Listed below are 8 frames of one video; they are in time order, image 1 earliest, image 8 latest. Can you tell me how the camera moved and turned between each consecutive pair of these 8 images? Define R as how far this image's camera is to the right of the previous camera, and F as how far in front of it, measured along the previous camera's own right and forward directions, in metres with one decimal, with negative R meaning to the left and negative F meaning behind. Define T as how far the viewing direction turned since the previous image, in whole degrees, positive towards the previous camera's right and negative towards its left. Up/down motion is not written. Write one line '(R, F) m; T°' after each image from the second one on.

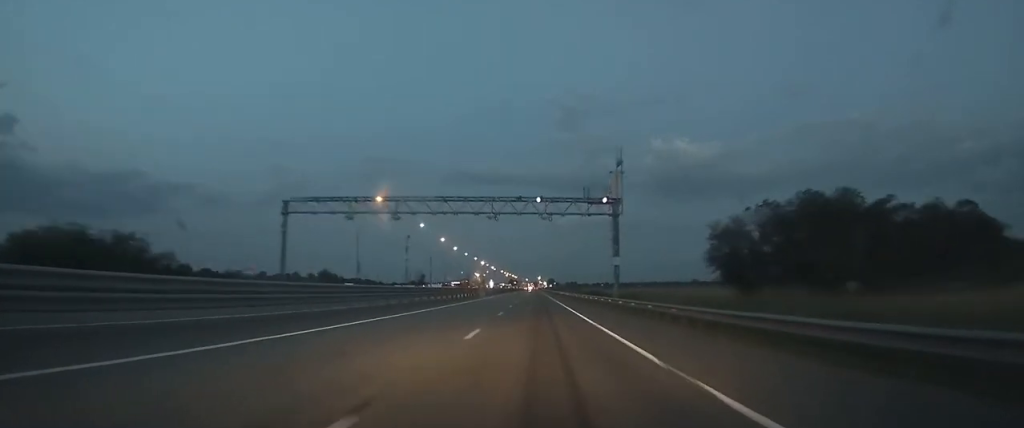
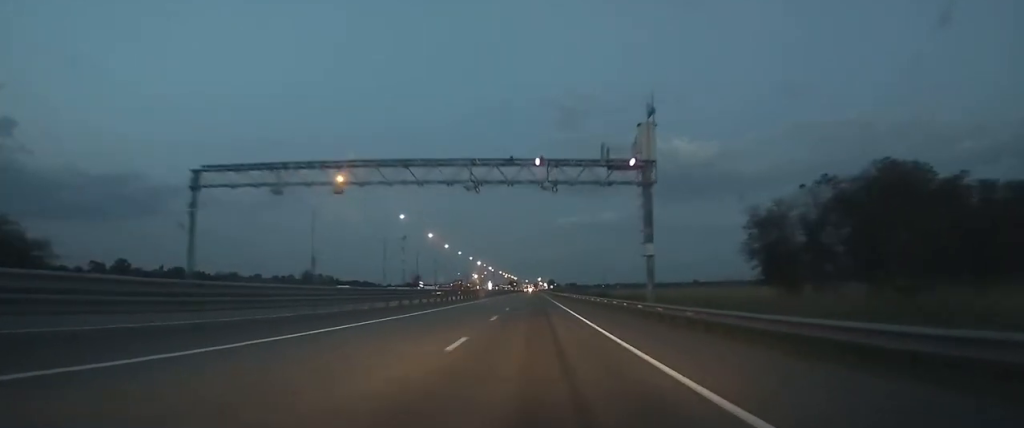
(0.0, +14.4) m; 0°
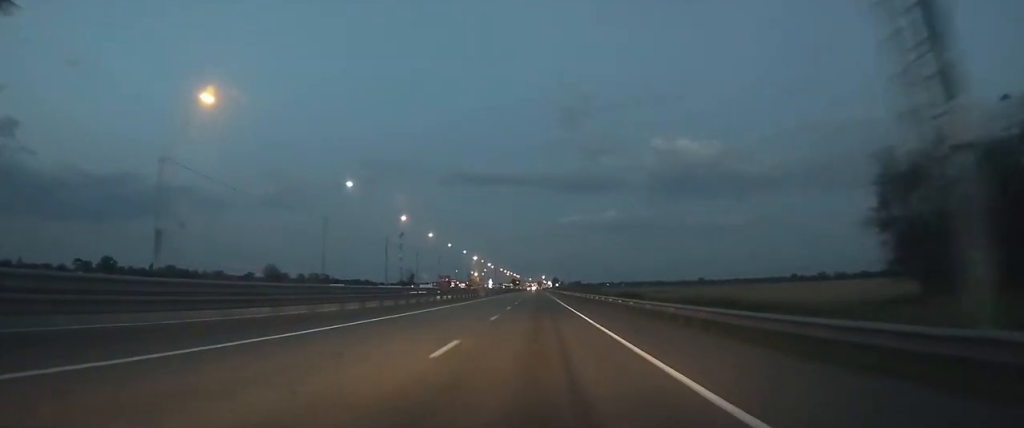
(0.0, +25.5) m; 0°
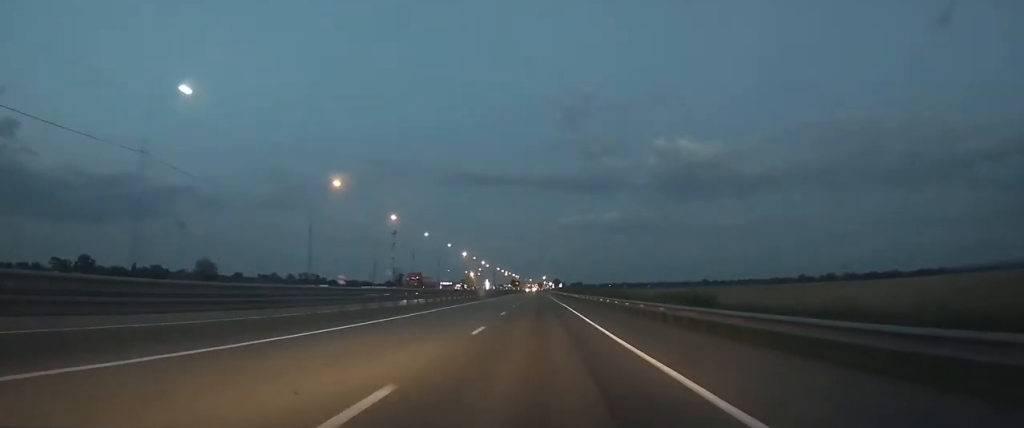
(0.0, +30.1) m; 0°
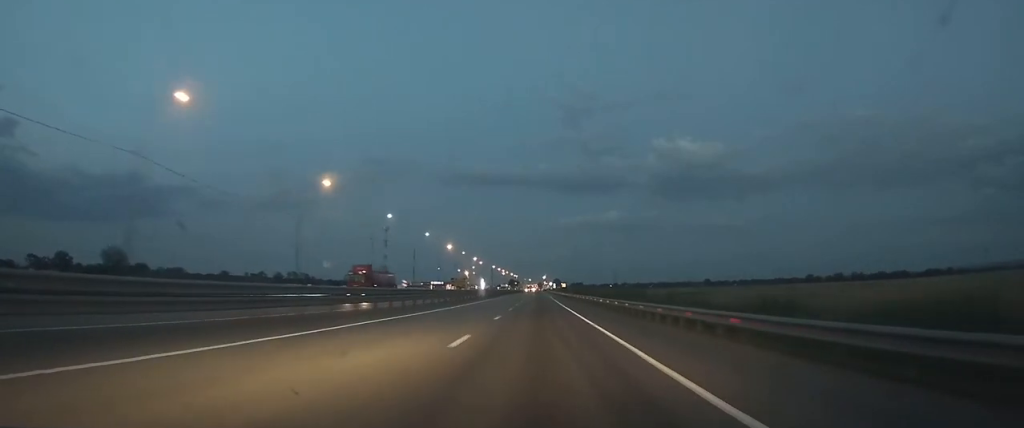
(0.0, +27.7) m; 0°
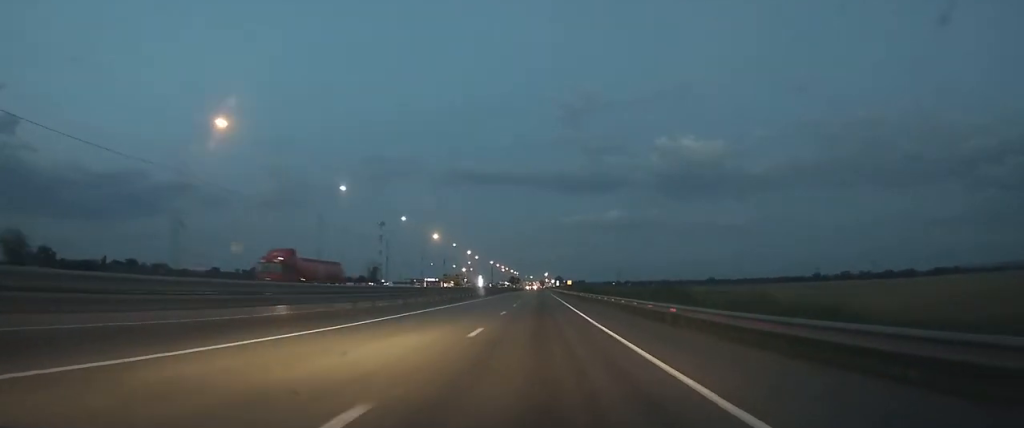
(0.0, +21.4) m; 0°
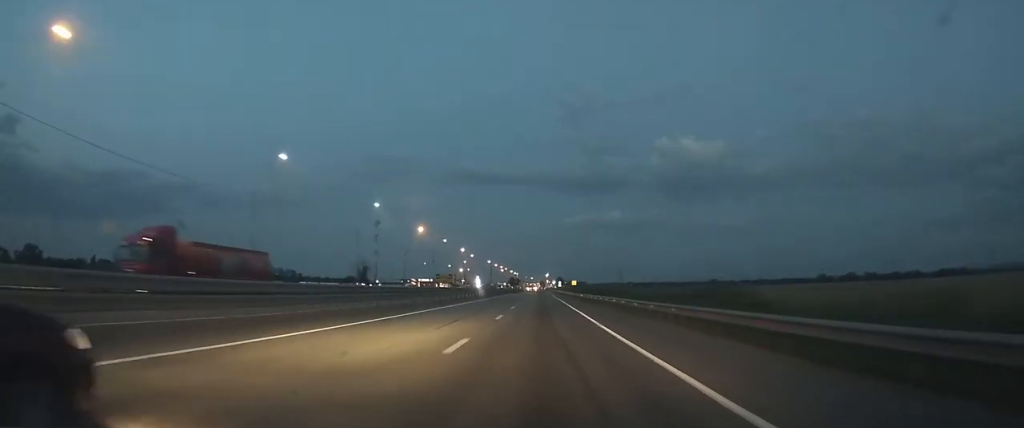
(+0.1, +15.8) m; 0°
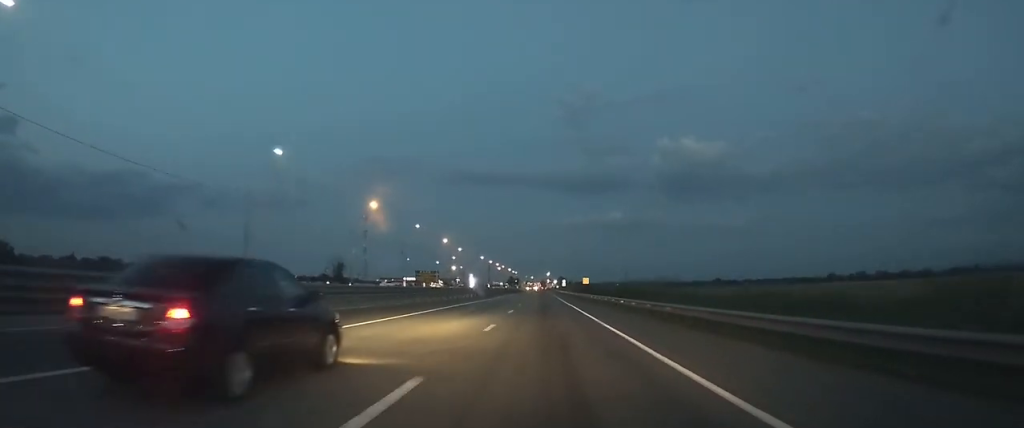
(-0.1, +29.9) m; 0°
